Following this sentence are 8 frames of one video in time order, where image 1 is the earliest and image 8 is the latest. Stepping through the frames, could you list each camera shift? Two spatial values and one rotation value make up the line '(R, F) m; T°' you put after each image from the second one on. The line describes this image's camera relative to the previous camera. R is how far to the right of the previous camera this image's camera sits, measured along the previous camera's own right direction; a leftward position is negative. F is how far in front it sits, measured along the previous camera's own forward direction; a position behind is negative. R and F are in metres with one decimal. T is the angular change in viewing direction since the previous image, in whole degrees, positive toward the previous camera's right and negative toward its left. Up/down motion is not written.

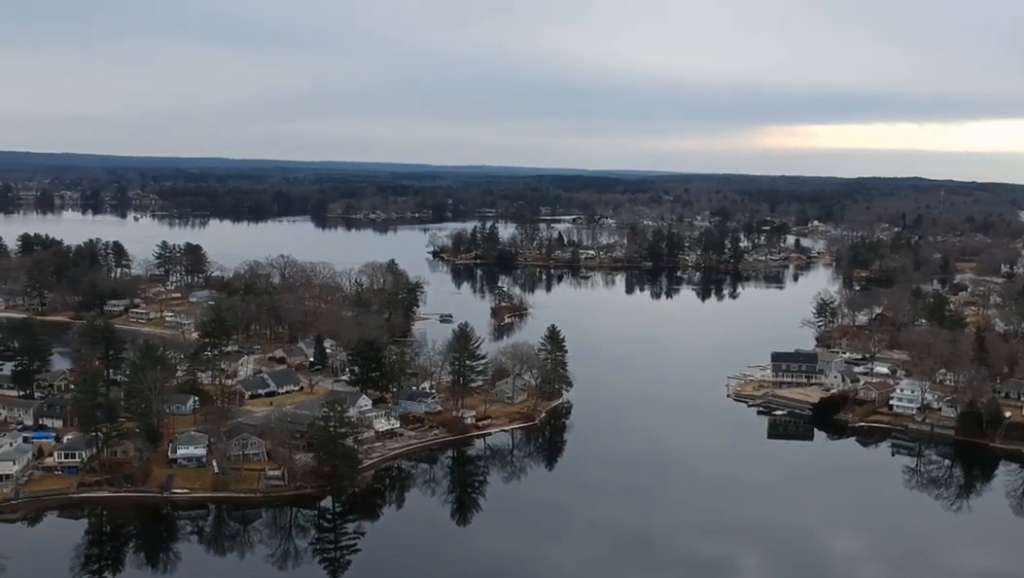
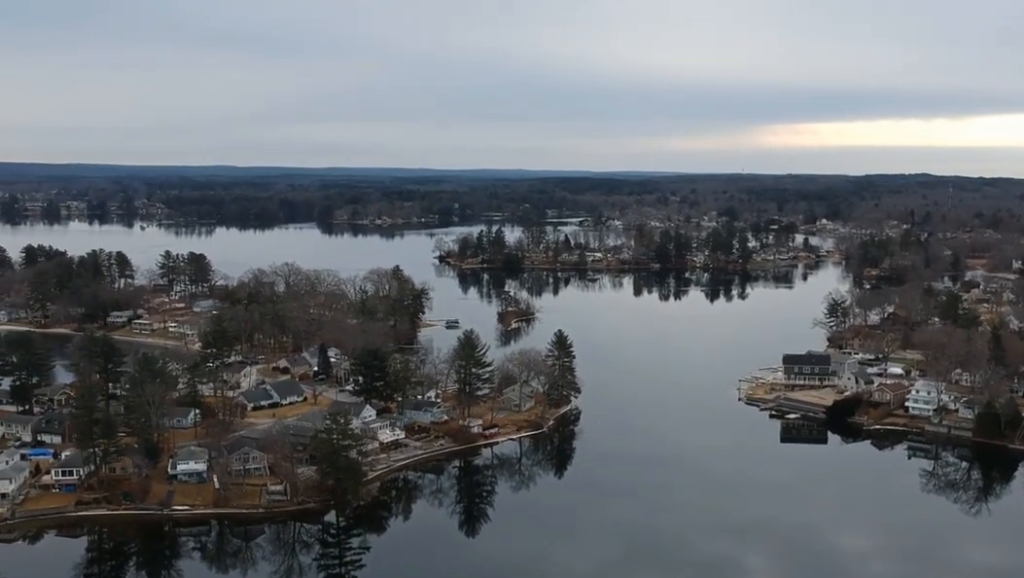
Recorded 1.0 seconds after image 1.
(-0.1, +7.6) m; -1°
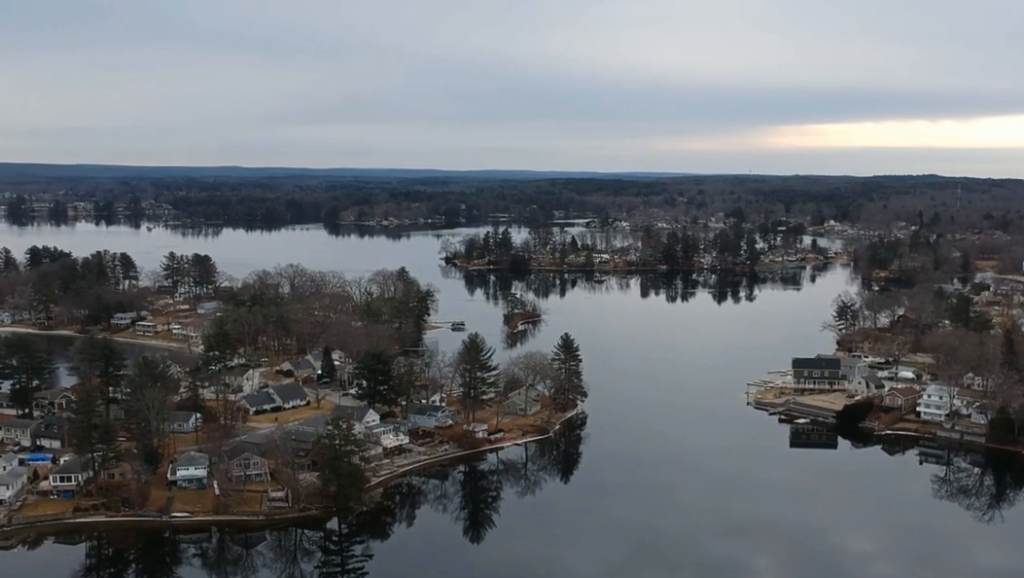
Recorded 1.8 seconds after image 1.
(0.0, +5.3) m; 0°
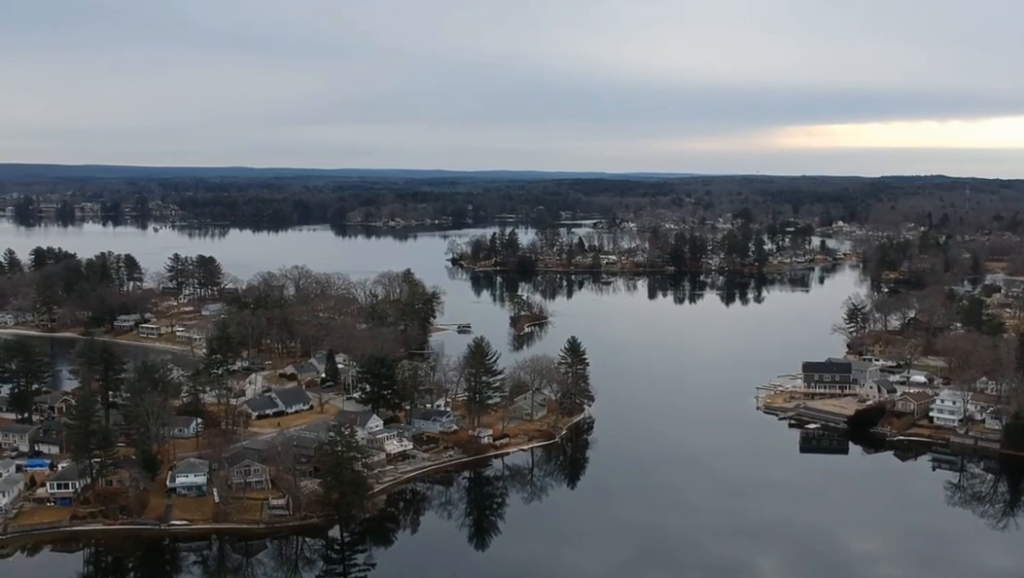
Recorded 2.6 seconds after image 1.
(0.0, +6.2) m; 0°
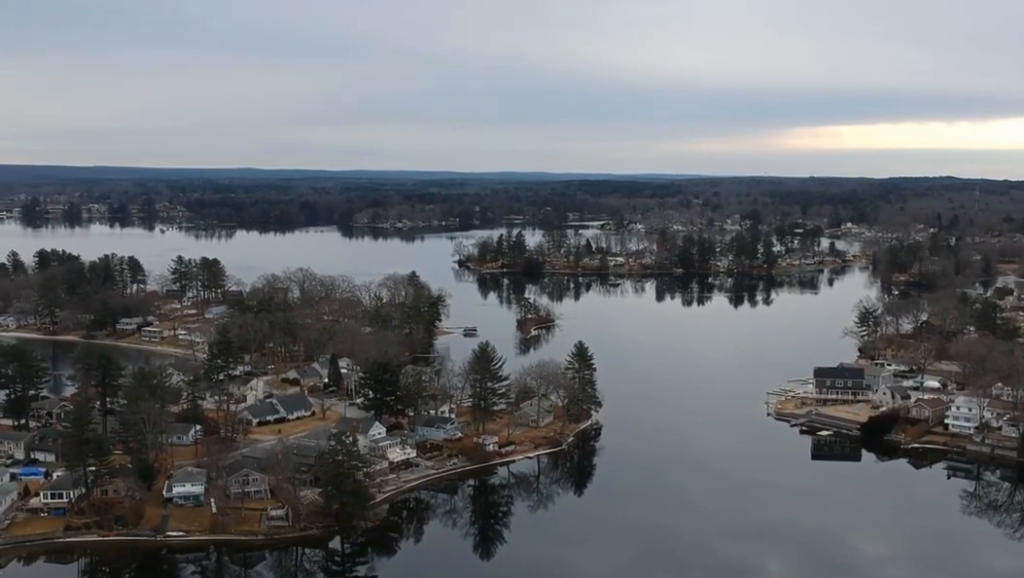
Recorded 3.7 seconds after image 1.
(0.0, +7.8) m; 0°
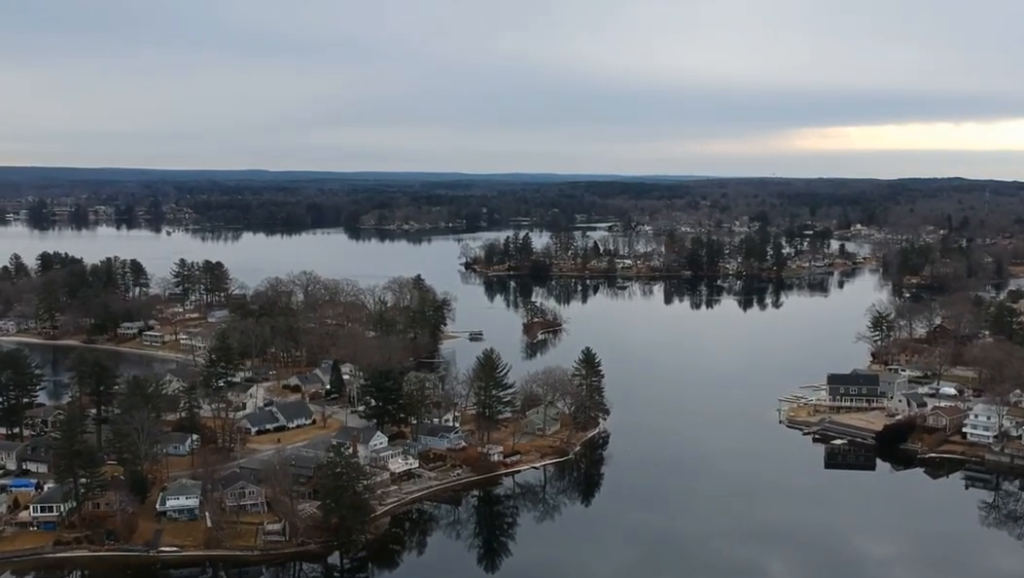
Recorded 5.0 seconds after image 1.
(0.0, +9.7) m; 0°
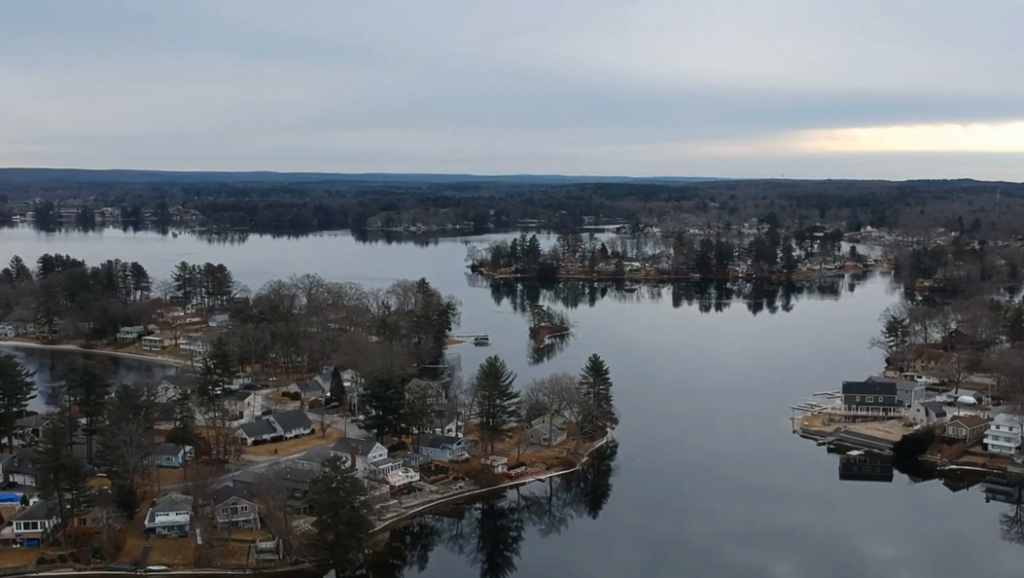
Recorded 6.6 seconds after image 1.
(+0.1, +11.9) m; +2°
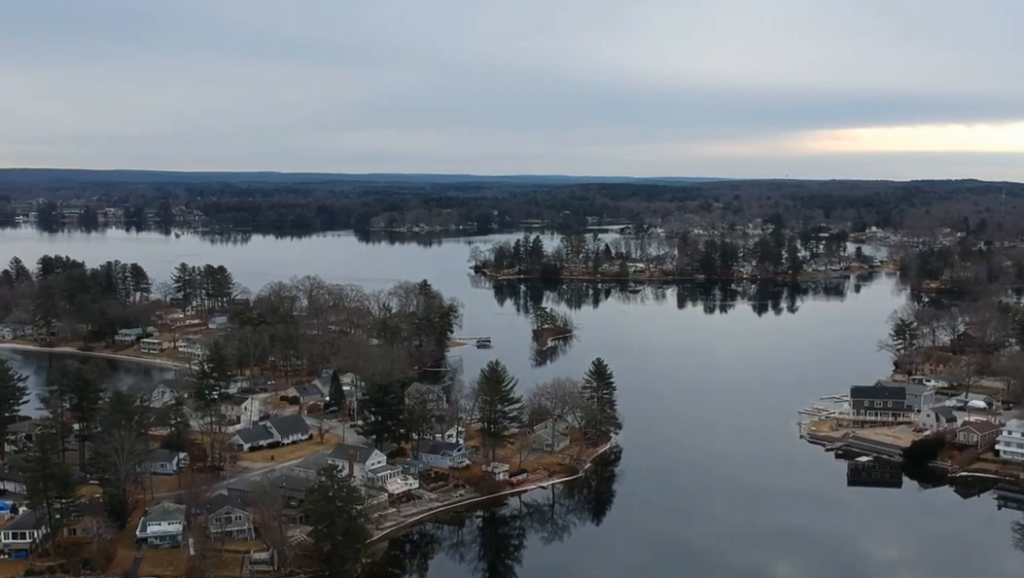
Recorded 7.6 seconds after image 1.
(+0.2, +7.0) m; +3°
